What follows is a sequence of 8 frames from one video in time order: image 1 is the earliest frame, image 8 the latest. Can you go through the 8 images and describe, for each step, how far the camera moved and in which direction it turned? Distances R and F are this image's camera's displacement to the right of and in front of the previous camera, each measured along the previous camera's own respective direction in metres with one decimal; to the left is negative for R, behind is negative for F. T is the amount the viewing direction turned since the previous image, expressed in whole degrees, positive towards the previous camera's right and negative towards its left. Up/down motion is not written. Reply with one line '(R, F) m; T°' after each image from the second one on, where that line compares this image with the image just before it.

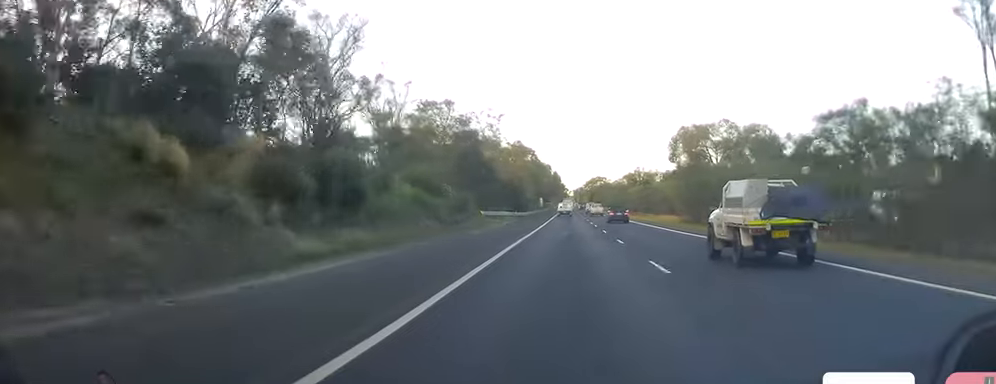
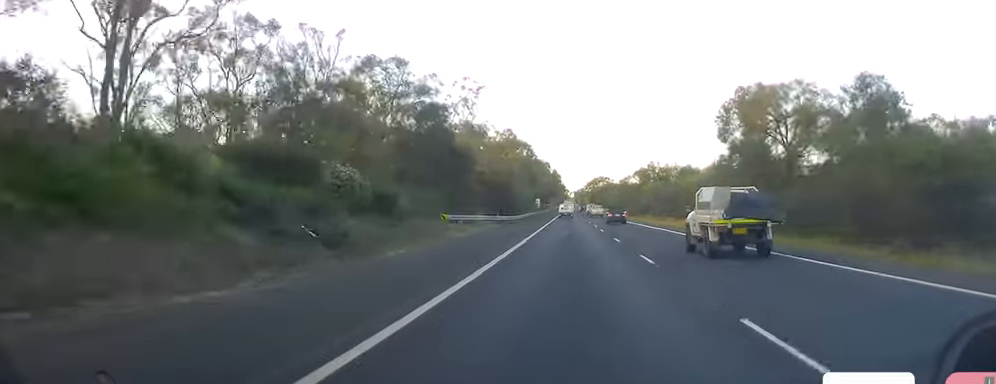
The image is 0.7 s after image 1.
(-0.1, +20.8) m; 0°
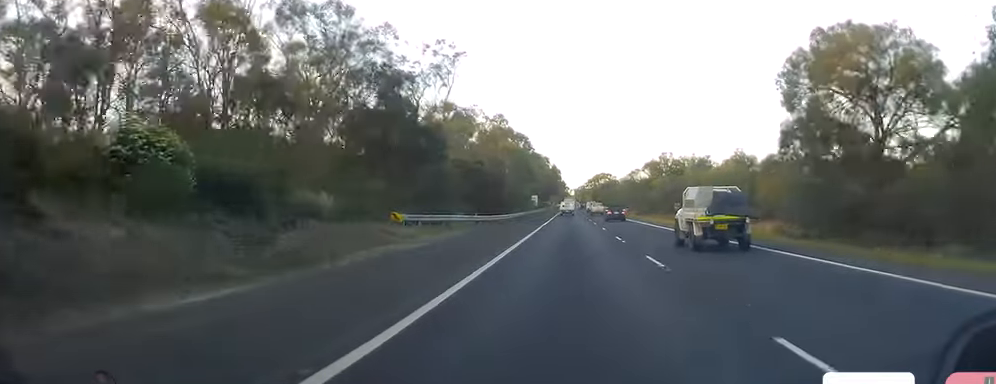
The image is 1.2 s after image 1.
(-0.2, +13.2) m; 0°
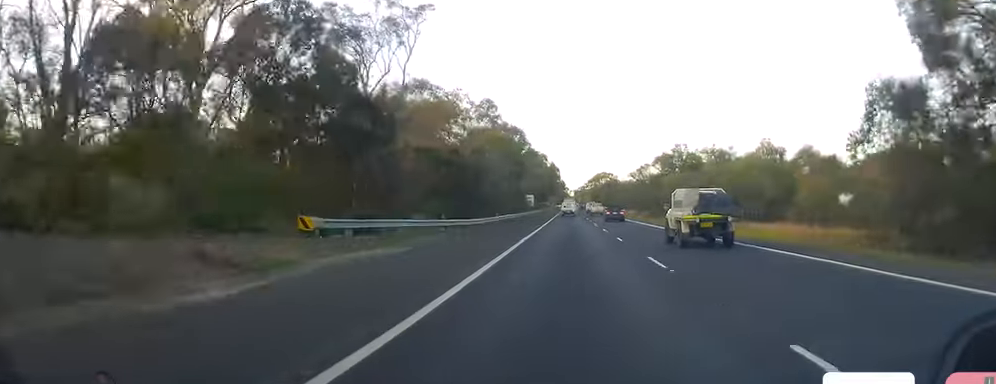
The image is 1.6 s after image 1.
(+0.1, +12.4) m; 0°
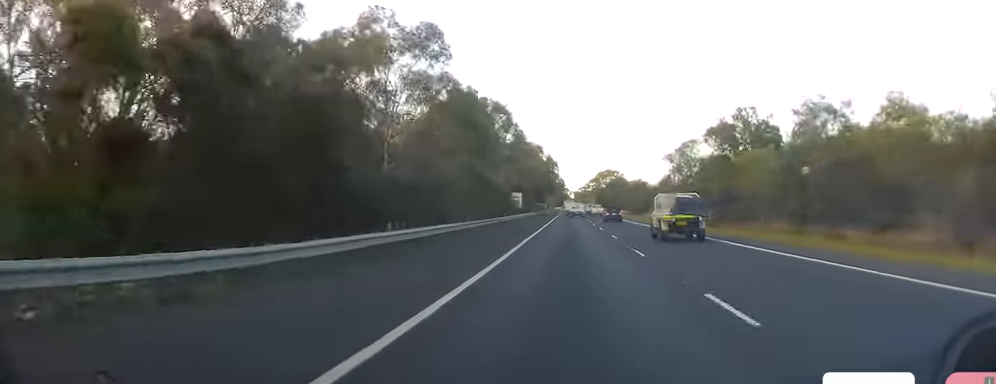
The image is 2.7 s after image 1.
(+0.1, +31.3) m; 0°
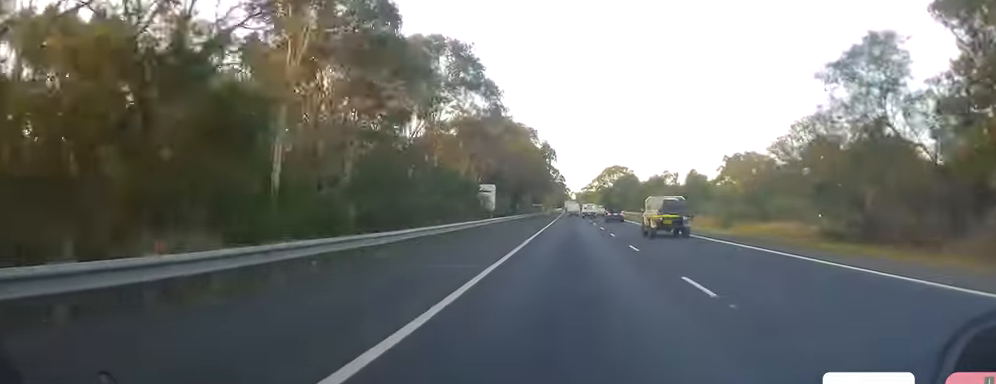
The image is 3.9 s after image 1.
(+0.1, +34.0) m; 0°
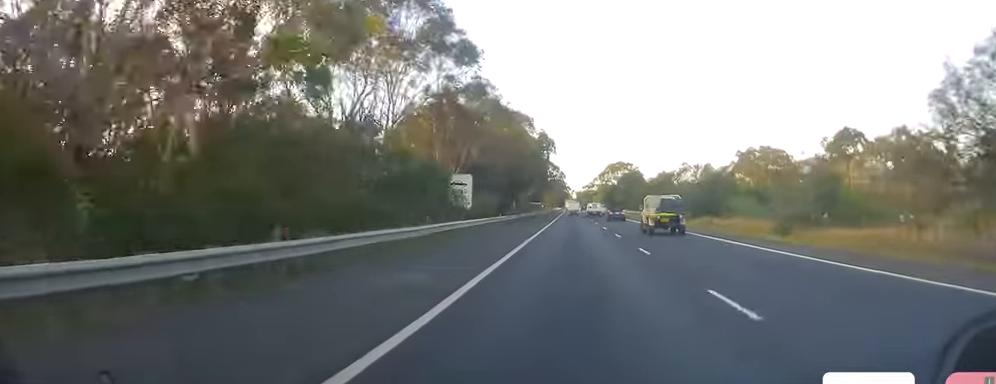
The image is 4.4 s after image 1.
(+0.1, +14.2) m; 0°
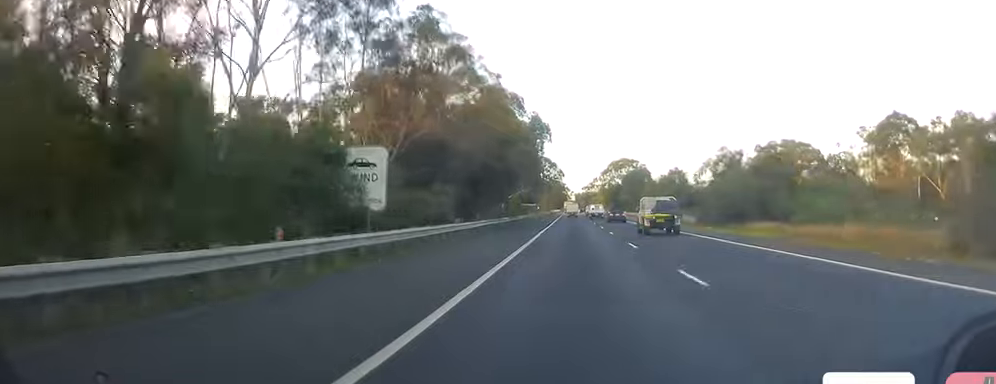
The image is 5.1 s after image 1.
(0.0, +20.0) m; -1°
